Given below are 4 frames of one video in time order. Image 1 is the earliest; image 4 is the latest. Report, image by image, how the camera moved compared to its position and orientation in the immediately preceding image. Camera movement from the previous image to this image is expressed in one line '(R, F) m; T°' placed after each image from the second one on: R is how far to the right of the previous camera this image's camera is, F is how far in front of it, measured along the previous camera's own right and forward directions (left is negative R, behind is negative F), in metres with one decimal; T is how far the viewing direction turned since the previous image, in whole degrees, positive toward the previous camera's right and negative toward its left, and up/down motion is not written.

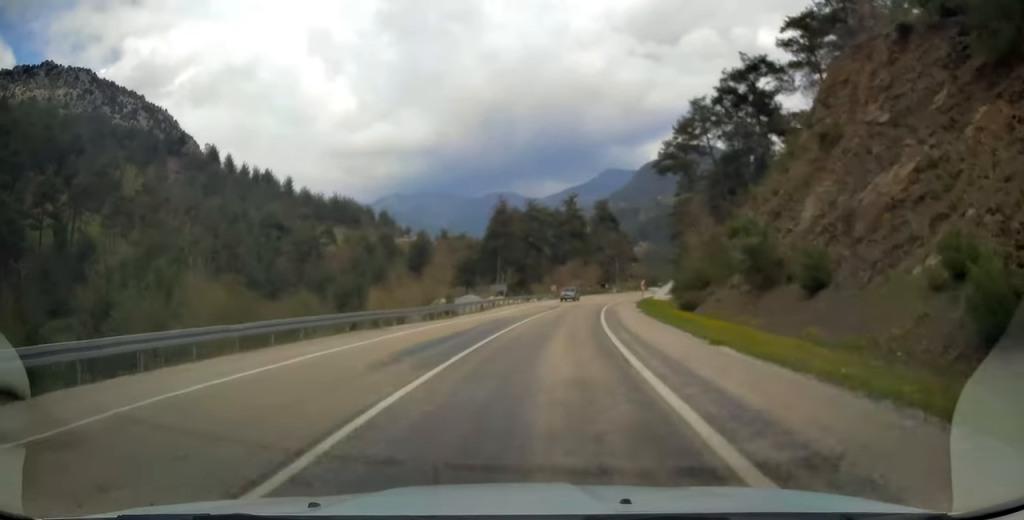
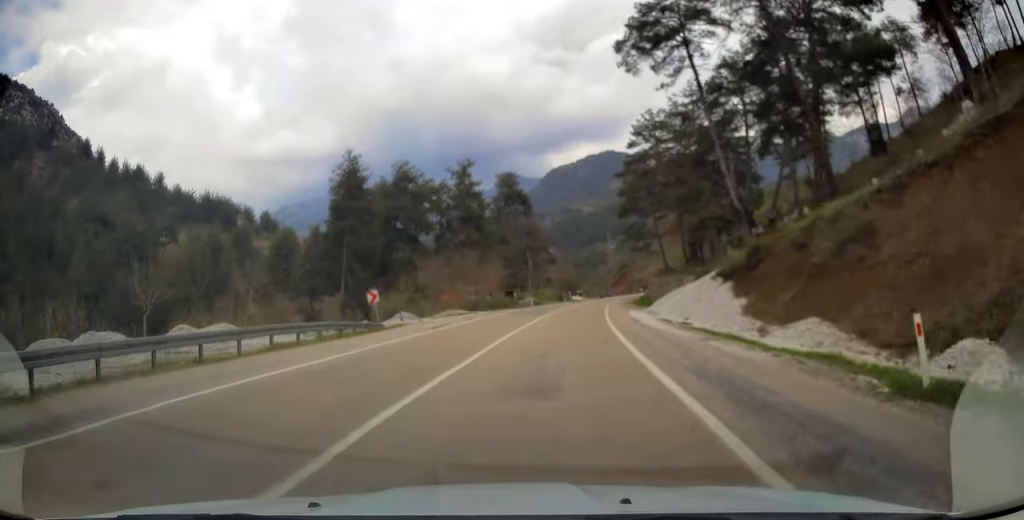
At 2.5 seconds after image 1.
(+4.6, +57.2) m; +9°
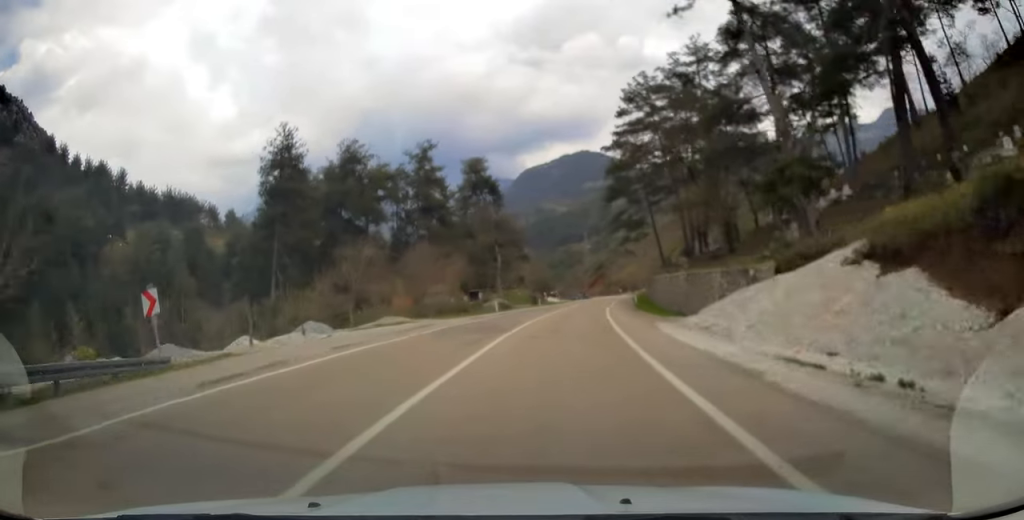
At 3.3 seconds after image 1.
(+0.3, +16.6) m; +3°
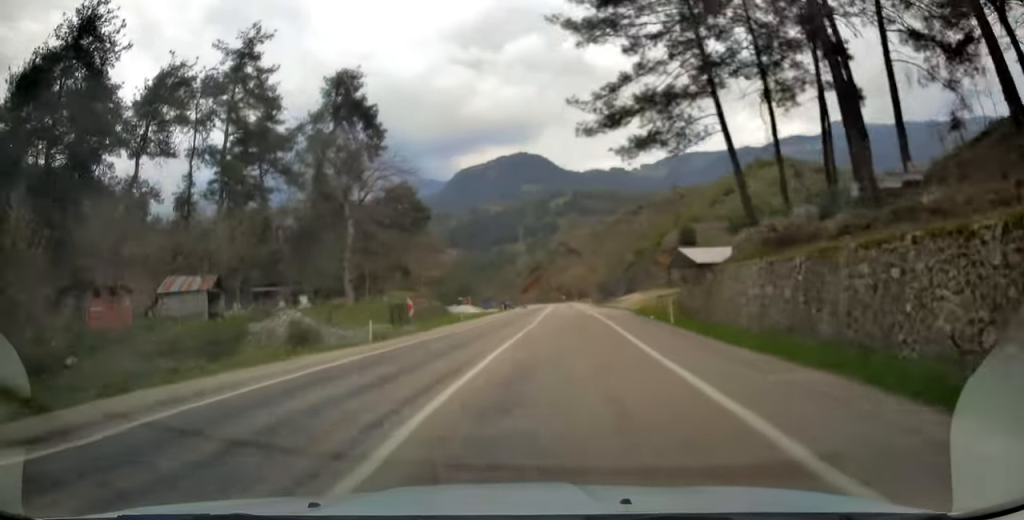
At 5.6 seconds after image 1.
(+3.1, +51.8) m; +6°
